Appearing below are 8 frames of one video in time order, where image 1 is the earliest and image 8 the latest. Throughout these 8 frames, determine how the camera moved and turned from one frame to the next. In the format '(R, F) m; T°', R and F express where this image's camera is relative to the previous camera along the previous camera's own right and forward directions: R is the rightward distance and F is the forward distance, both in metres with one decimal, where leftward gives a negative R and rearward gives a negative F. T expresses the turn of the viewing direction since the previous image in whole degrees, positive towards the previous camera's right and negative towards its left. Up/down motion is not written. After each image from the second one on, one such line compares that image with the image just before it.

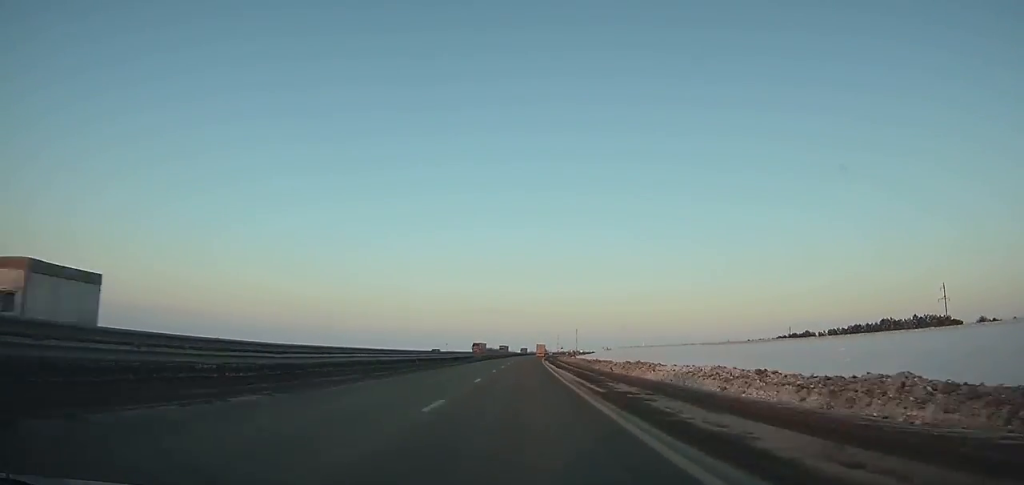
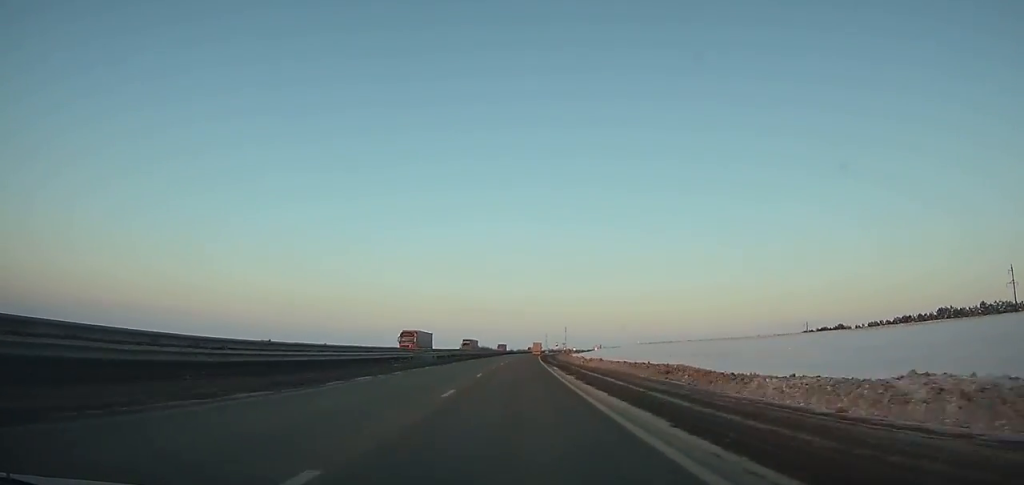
(+0.2, +44.6) m; +1°
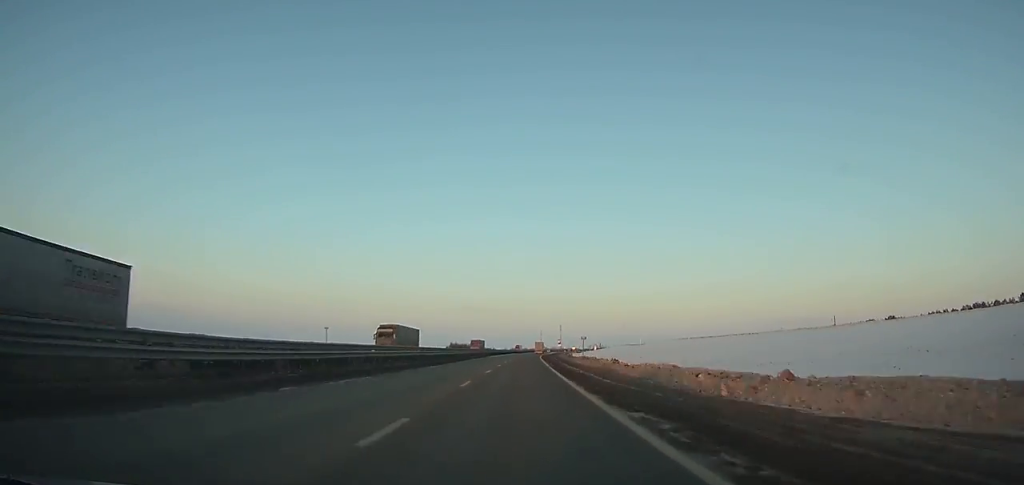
(+0.2, +42.3) m; +1°
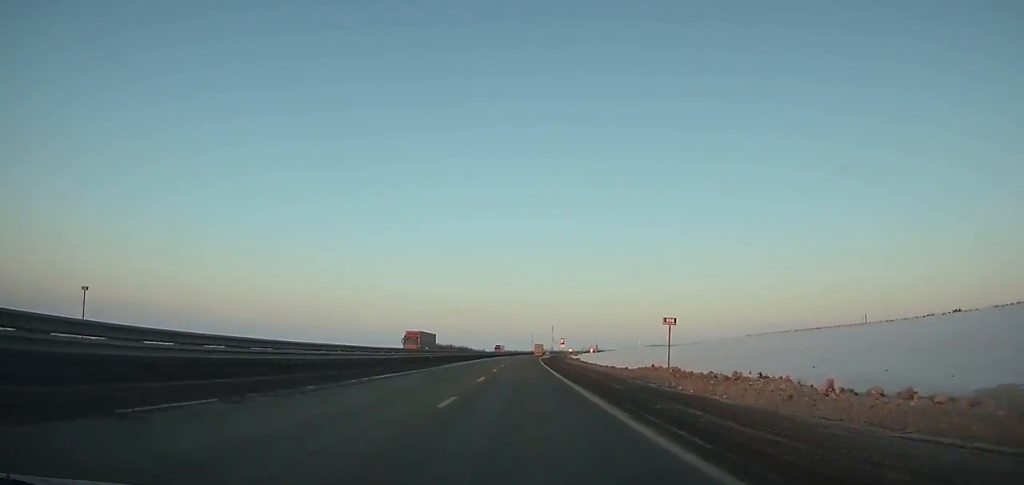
(+0.5, +42.1) m; +1°
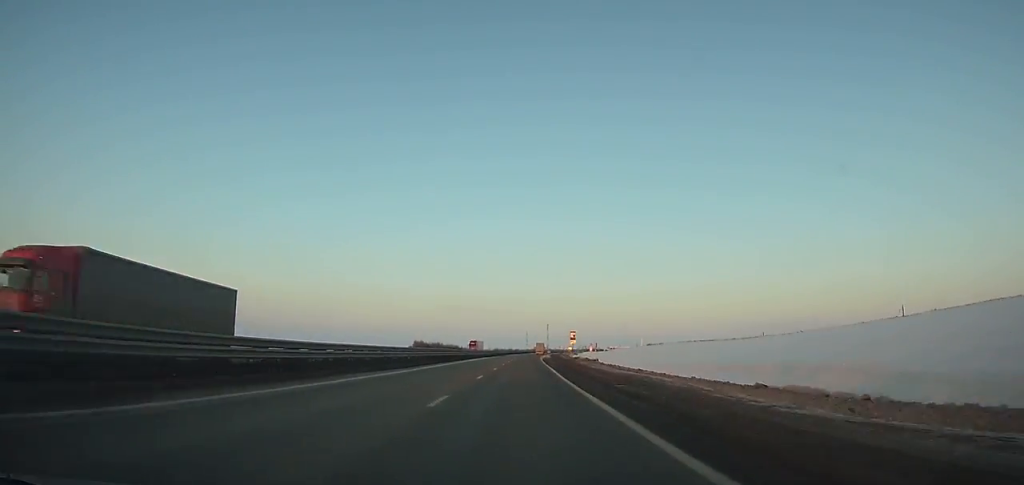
(+0.1, +37.5) m; +1°
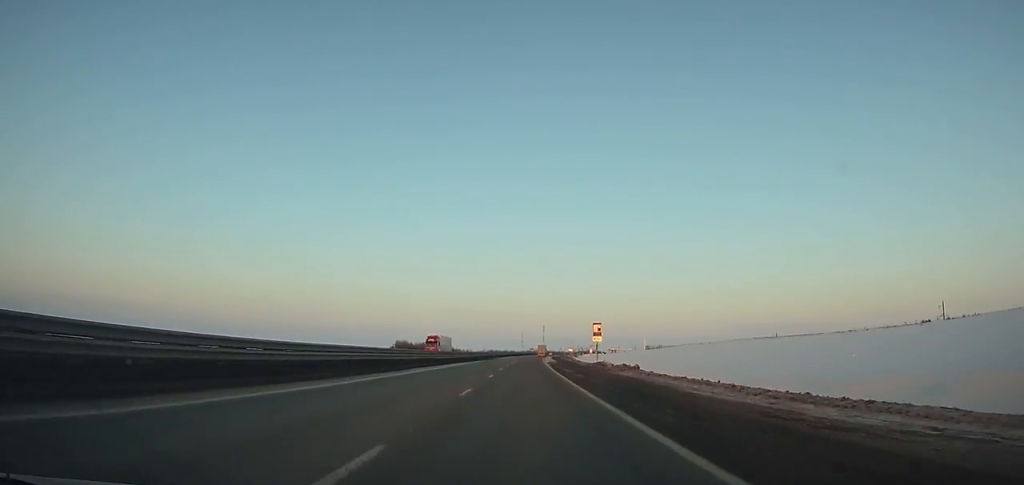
(+0.2, +32.9) m; +1°
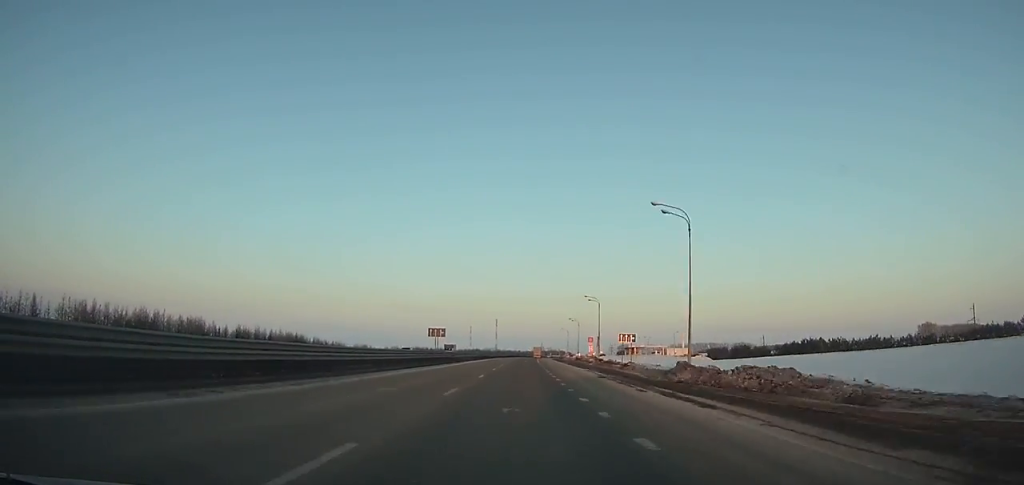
(+9.1, +240.8) m; +4°
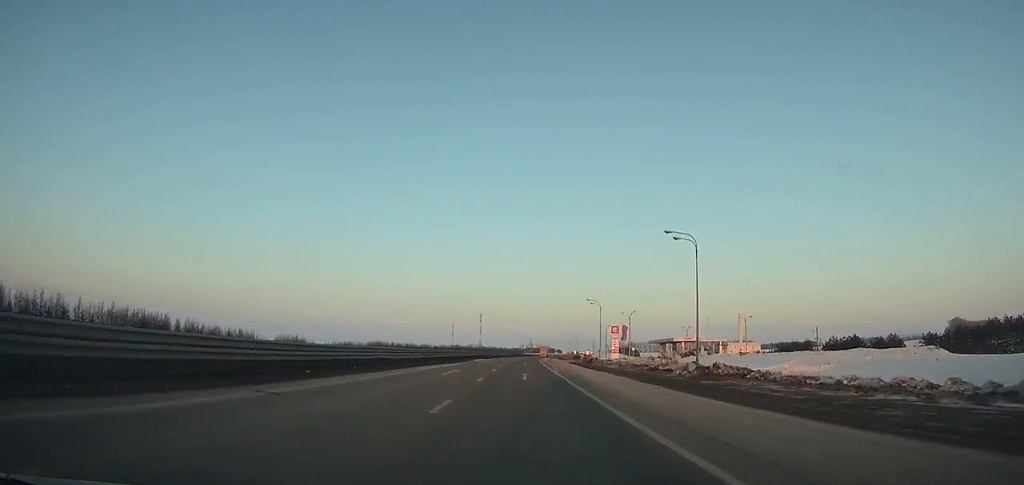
(+1.0, +88.0) m; +2°
